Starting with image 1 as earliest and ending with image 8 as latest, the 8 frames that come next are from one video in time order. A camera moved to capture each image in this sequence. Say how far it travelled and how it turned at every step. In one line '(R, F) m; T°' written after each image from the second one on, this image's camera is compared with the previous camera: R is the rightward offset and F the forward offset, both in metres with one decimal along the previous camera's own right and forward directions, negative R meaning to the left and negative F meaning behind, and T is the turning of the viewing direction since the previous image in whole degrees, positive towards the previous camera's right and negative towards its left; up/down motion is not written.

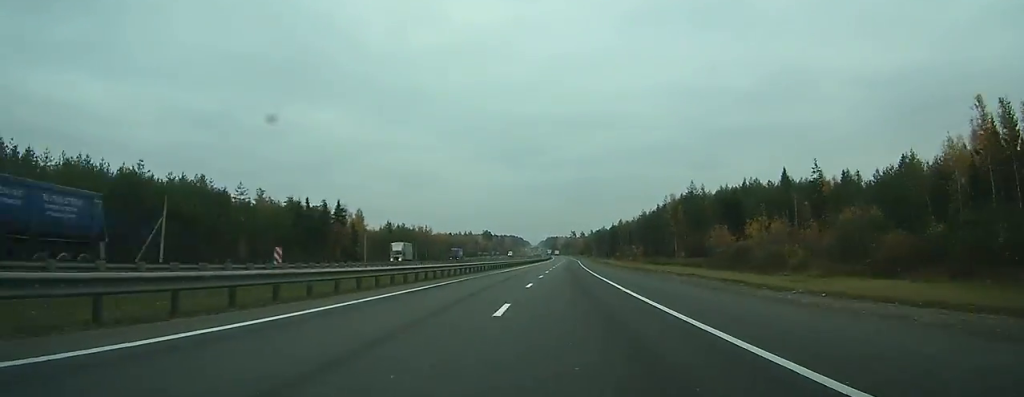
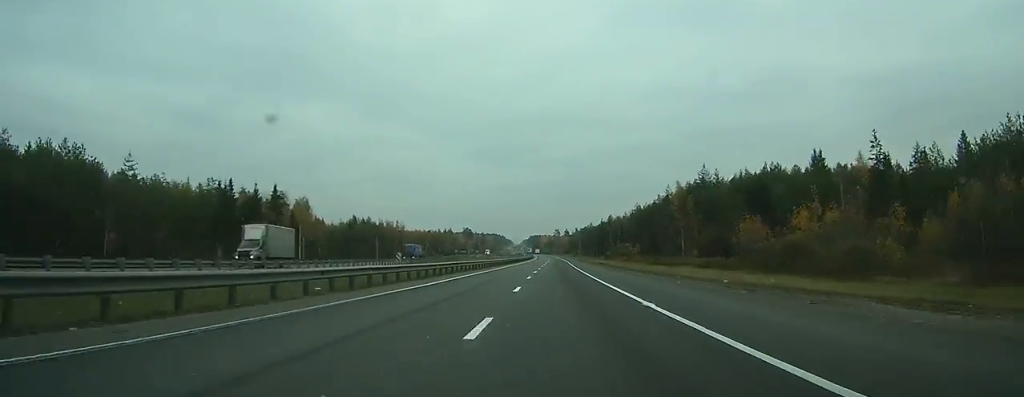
(+0.2, +30.4) m; +1°
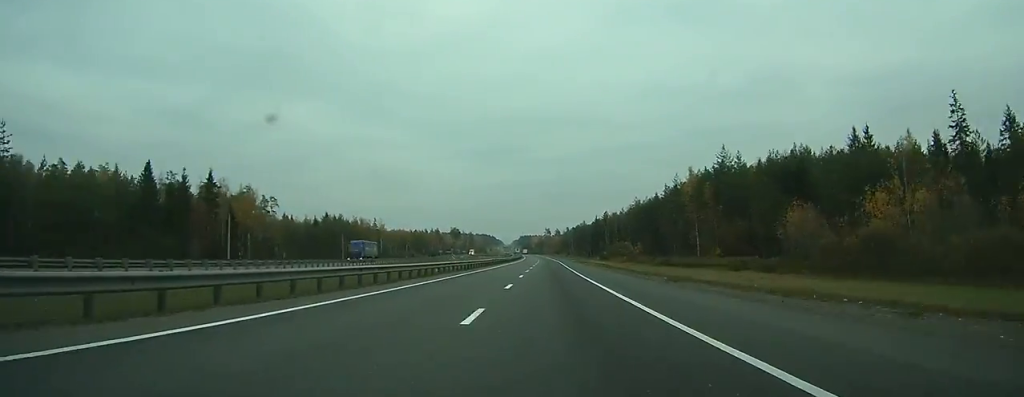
(+0.1, +24.5) m; +1°
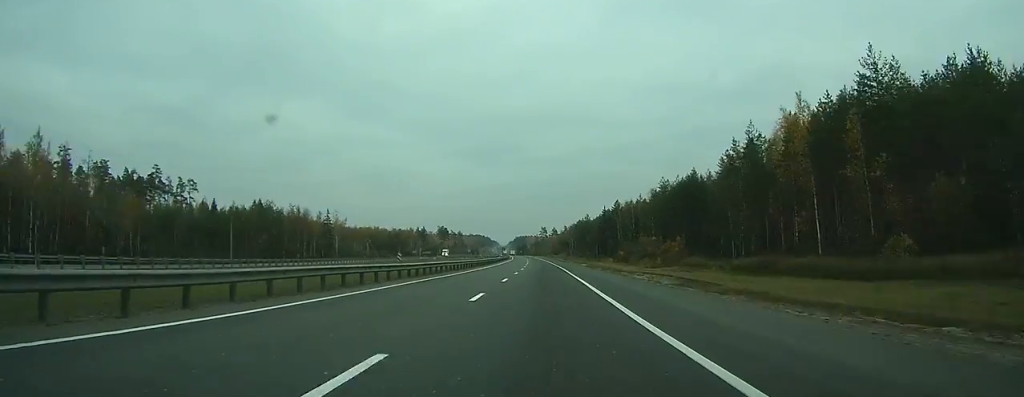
(+0.7, +62.6) m; 0°
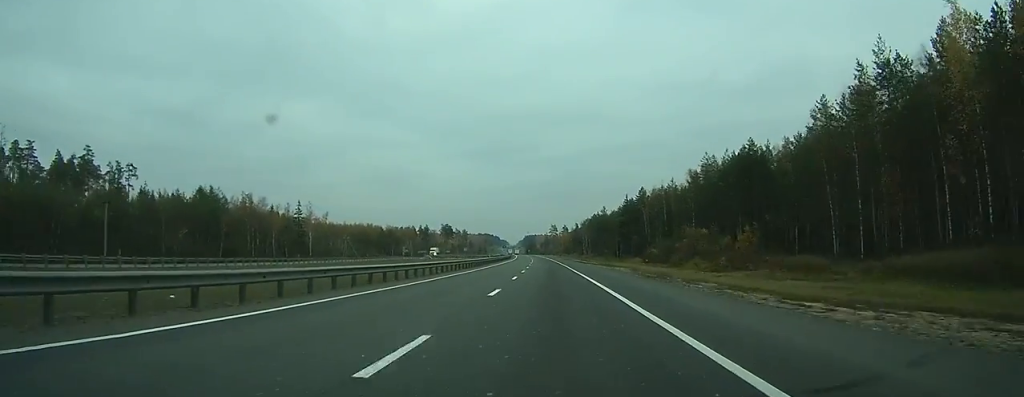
(-0.1, +38.3) m; 0°
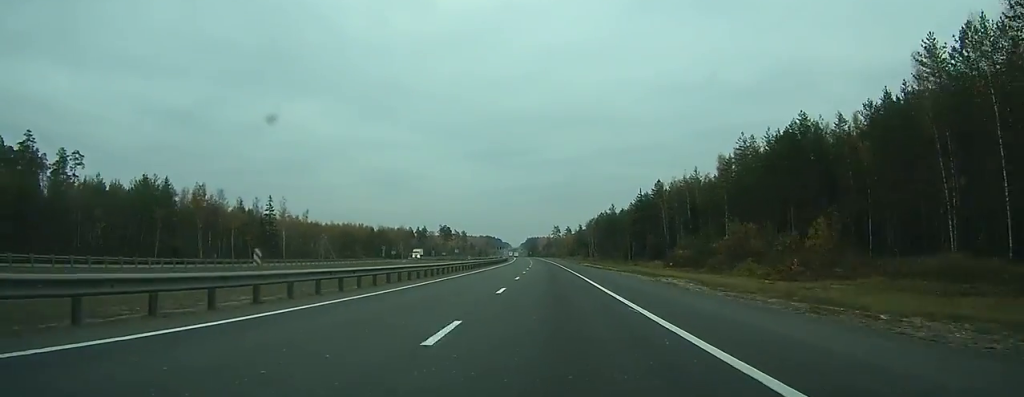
(0.0, +23.7) m; 0°
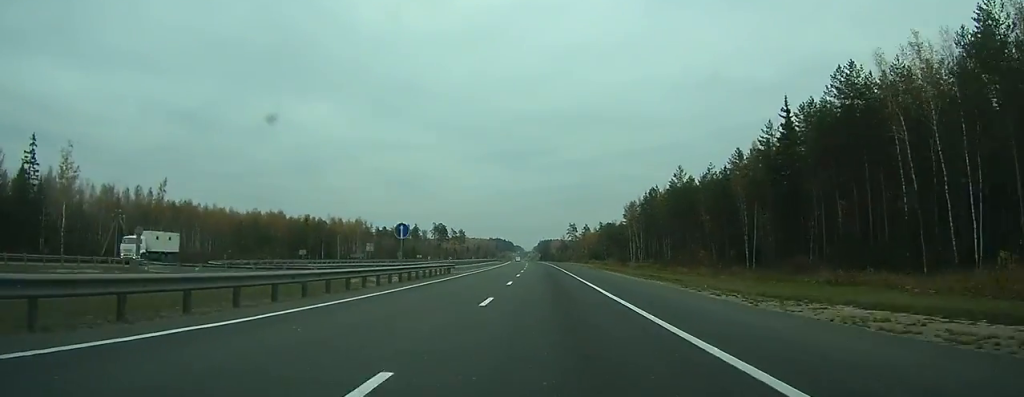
(-1.2, +89.9) m; -1°
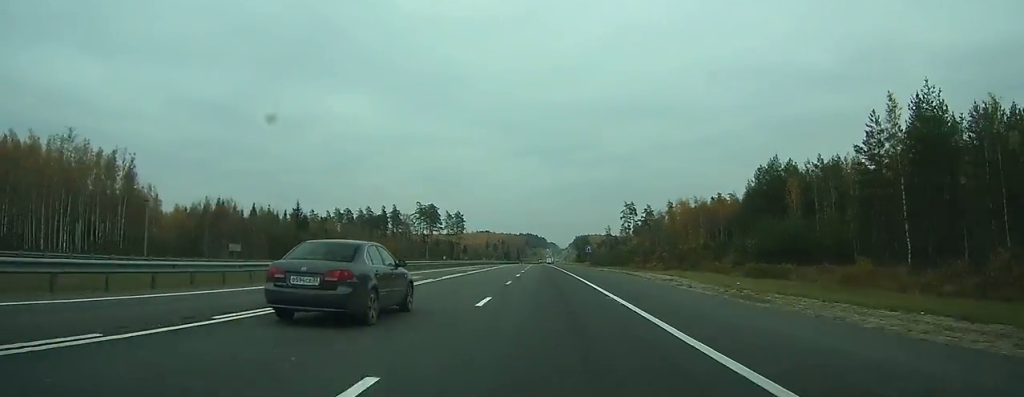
(-3.2, +151.7) m; -3°
